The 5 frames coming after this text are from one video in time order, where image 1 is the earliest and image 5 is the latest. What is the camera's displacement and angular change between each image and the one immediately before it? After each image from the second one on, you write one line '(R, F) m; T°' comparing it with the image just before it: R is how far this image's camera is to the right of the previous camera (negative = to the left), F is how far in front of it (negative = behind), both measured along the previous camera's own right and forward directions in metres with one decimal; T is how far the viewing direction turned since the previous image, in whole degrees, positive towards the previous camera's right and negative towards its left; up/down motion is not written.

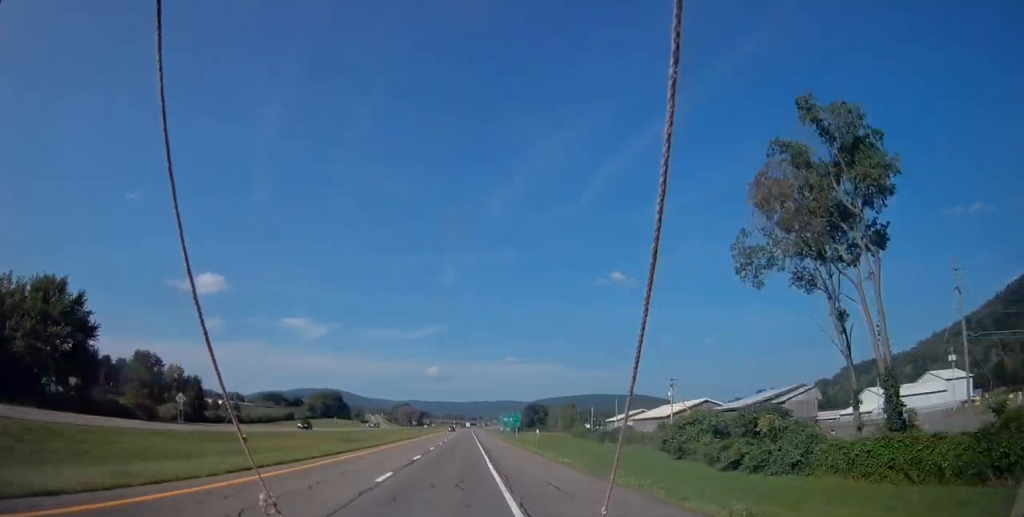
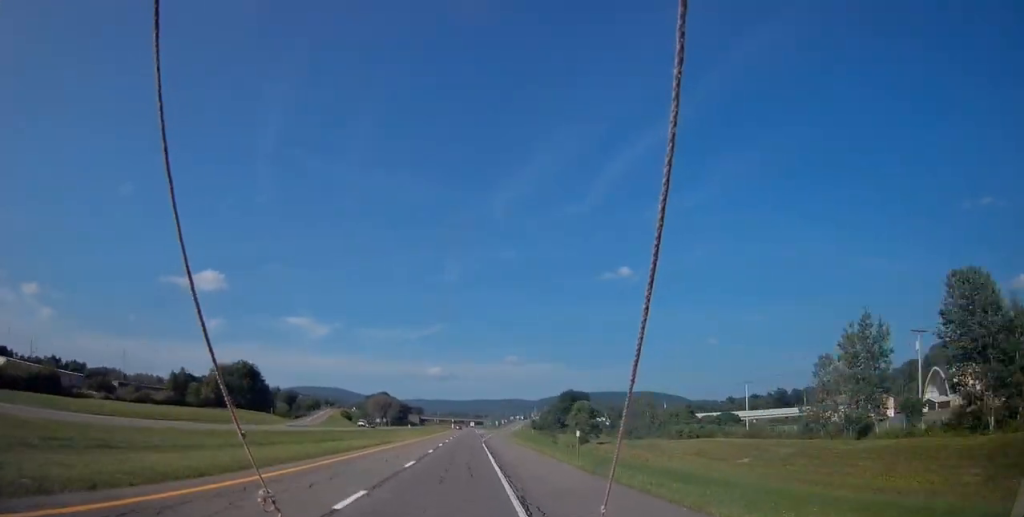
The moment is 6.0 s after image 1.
(0.0, +176.6) m; 0°
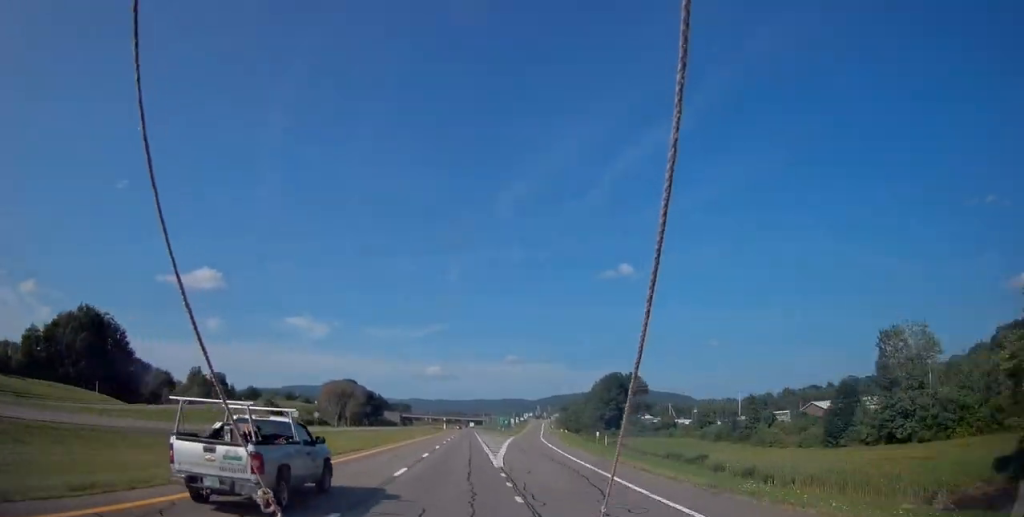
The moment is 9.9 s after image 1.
(-0.1, +113.8) m; 0°
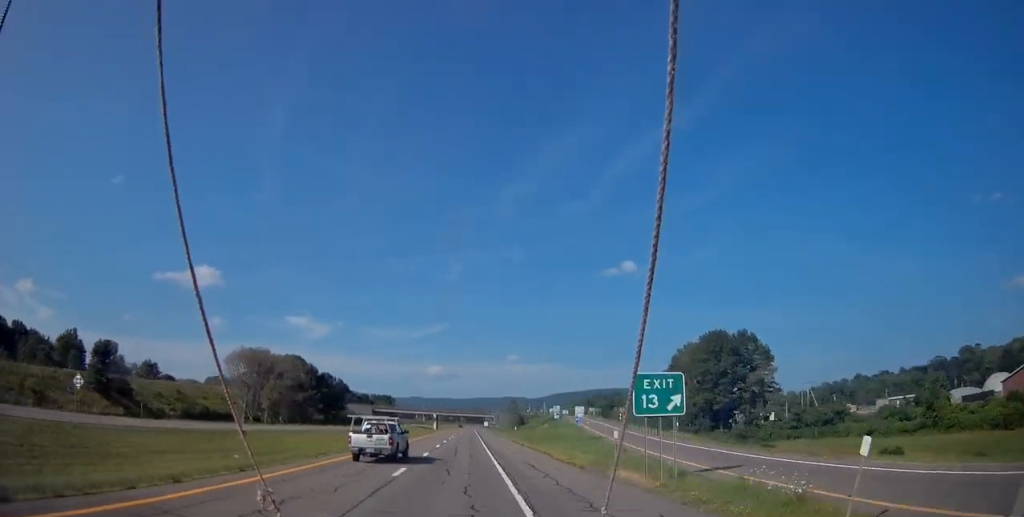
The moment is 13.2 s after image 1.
(+0.1, +98.0) m; 0°
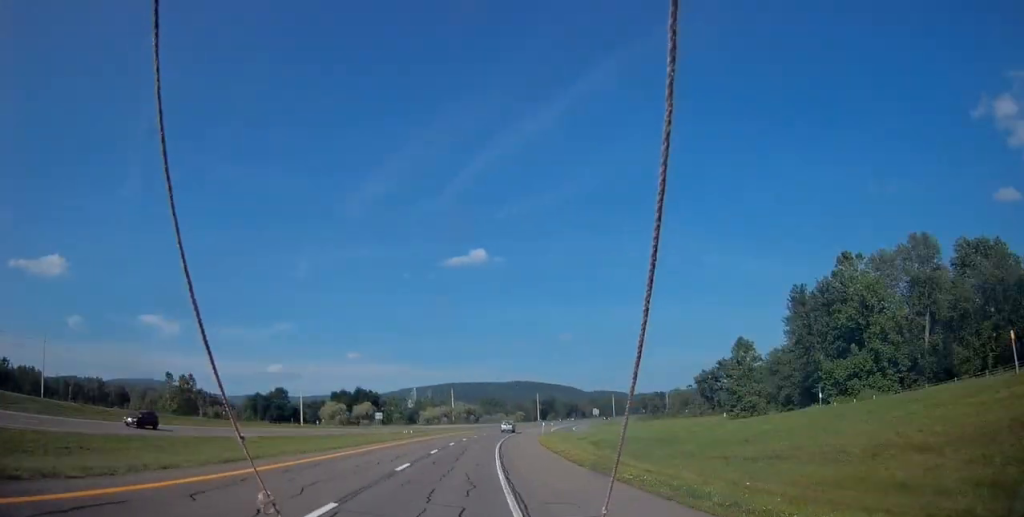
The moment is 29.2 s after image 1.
(+29.5, +467.2) m; +18°
